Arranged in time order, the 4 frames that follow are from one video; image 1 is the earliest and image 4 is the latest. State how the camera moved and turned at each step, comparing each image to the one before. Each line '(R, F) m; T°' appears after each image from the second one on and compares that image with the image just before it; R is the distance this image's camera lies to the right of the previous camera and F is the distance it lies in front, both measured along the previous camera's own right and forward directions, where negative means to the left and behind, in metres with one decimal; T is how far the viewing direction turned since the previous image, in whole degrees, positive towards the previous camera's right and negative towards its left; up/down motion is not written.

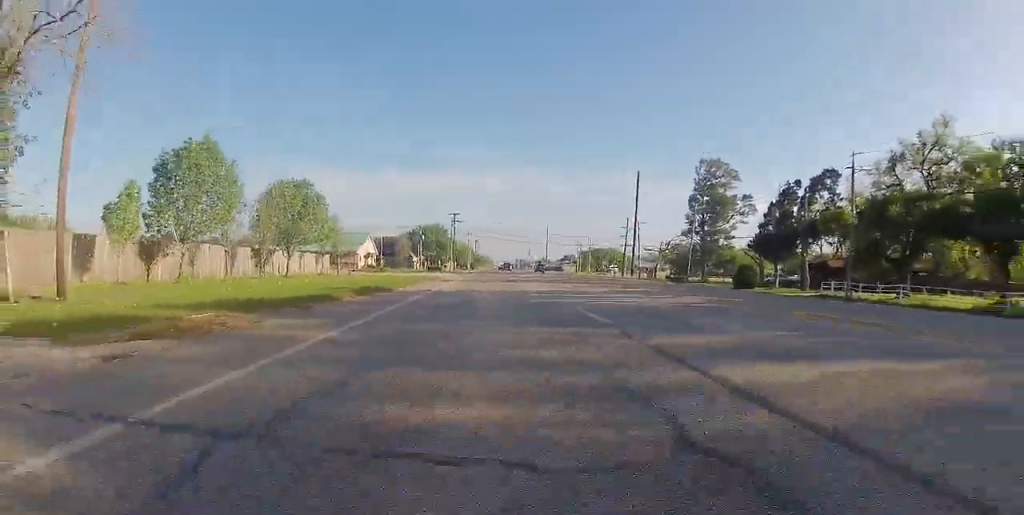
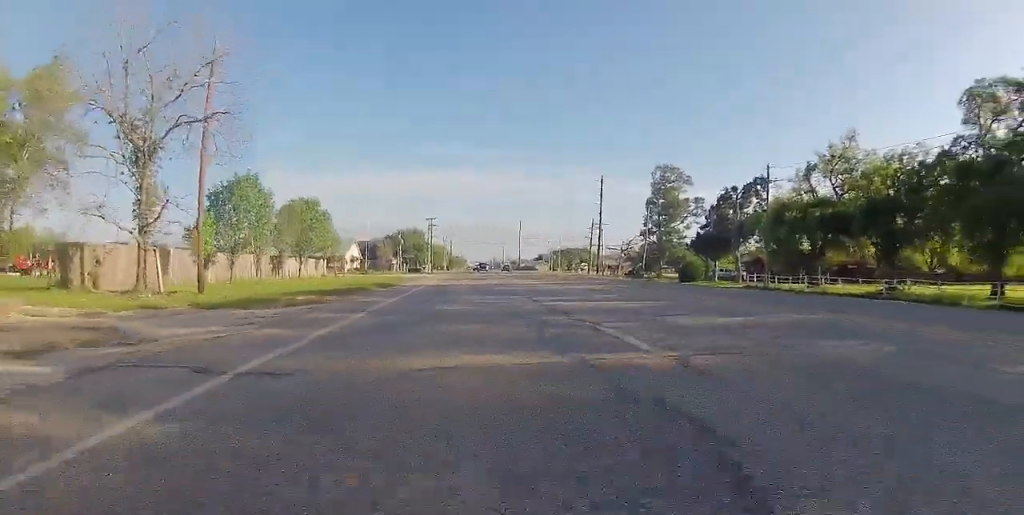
(+0.2, +8.7) m; +2°
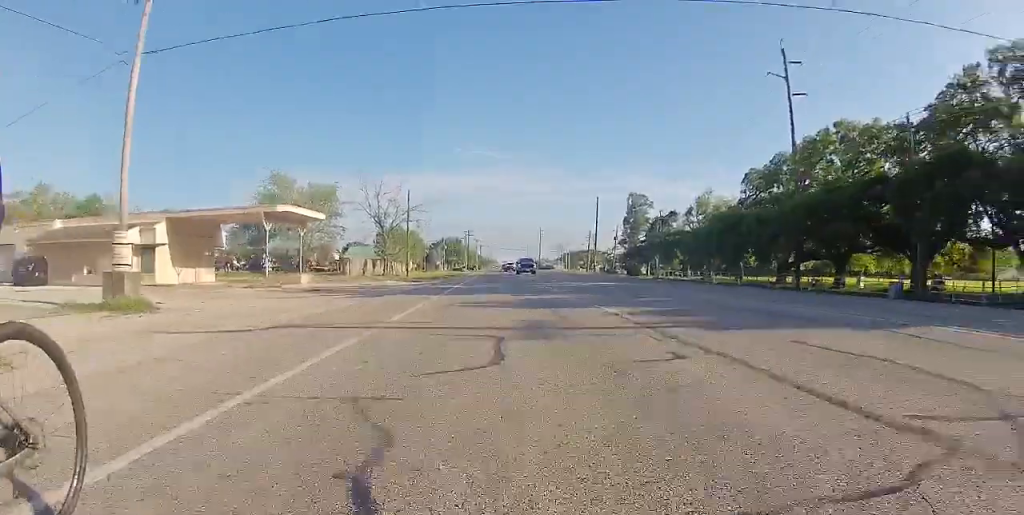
(+1.0, +40.8) m; 0°
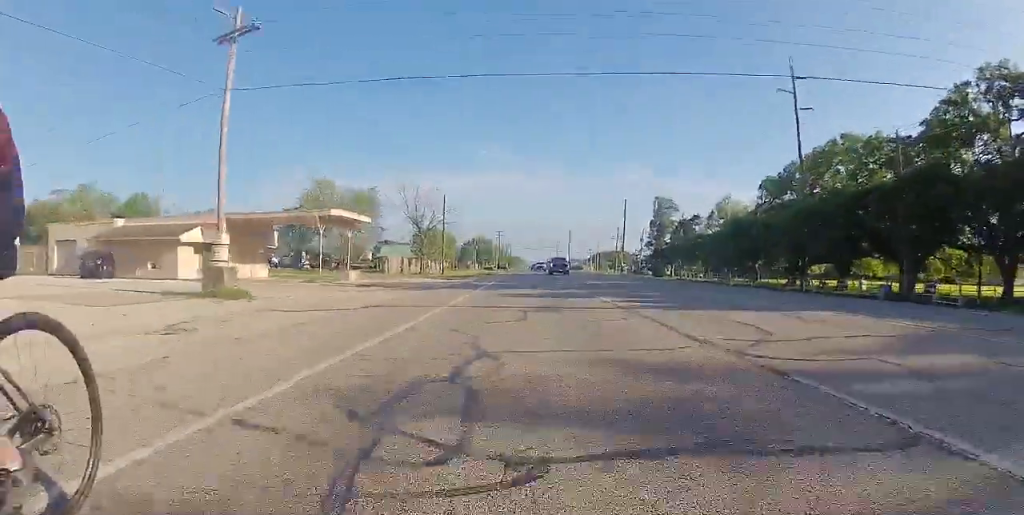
(-0.2, +4.1) m; 0°
